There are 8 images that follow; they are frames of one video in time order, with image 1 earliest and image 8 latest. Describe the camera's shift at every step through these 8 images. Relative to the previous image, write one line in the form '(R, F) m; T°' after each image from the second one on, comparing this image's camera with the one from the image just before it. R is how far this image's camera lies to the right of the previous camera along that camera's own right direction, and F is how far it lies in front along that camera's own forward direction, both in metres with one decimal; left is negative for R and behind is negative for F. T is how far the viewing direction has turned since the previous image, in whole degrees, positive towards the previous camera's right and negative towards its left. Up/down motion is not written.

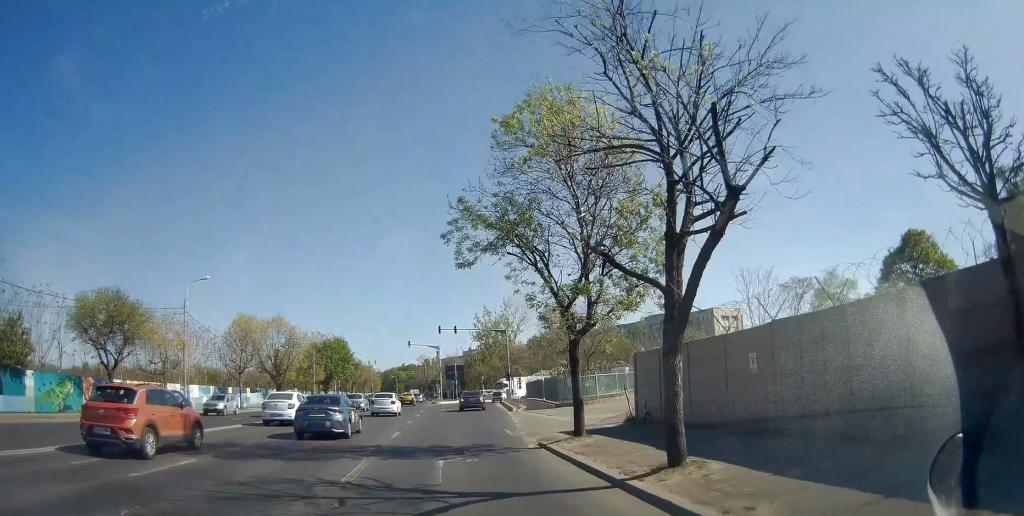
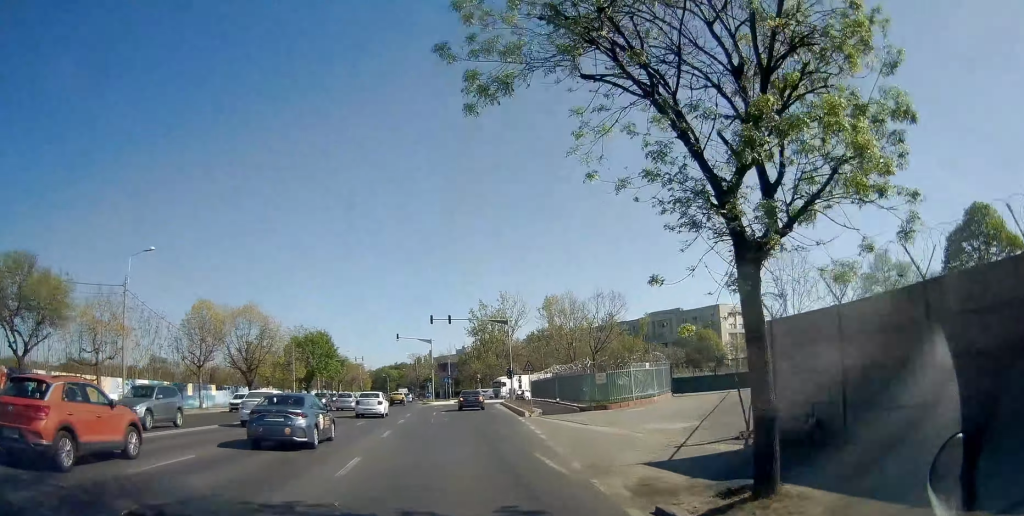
(0.0, +8.9) m; 0°
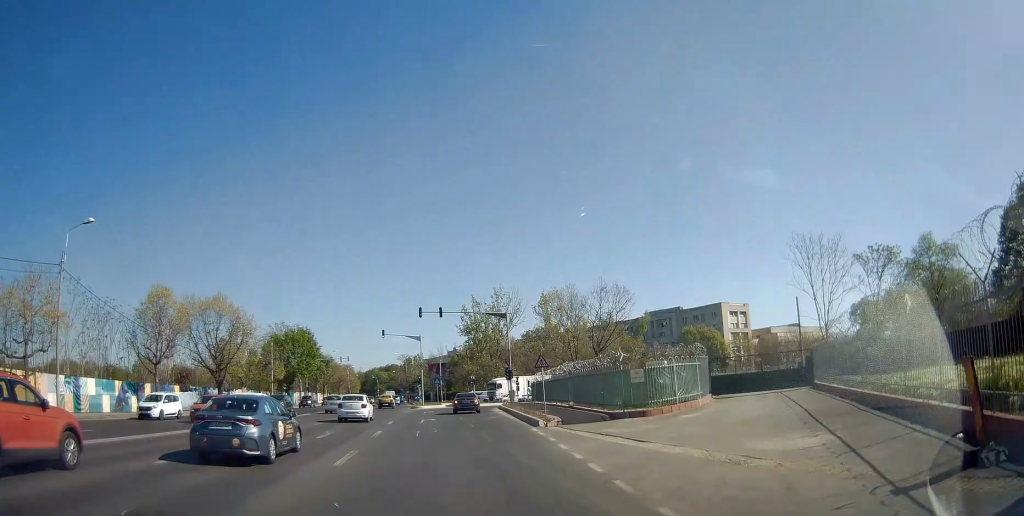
(0.0, +7.0) m; +1°
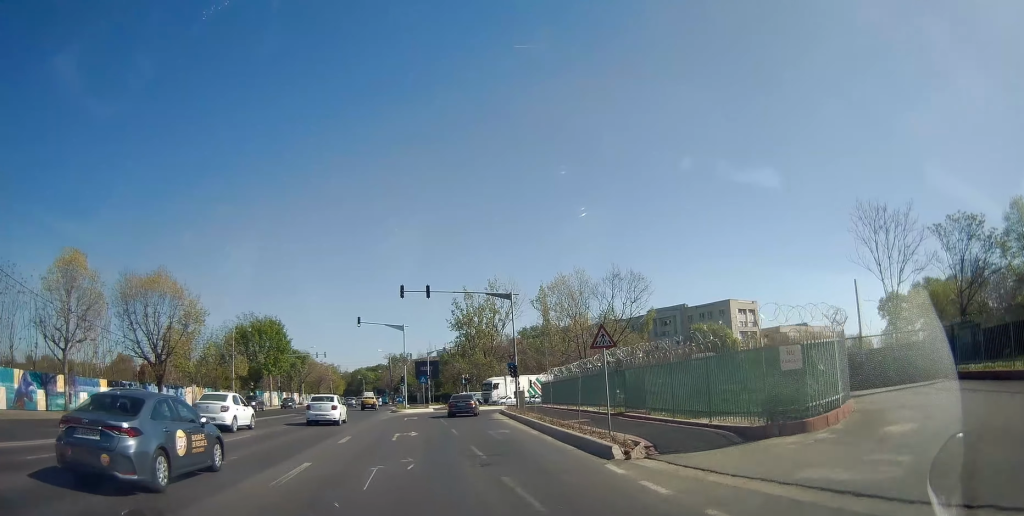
(+0.2, +11.2) m; +1°
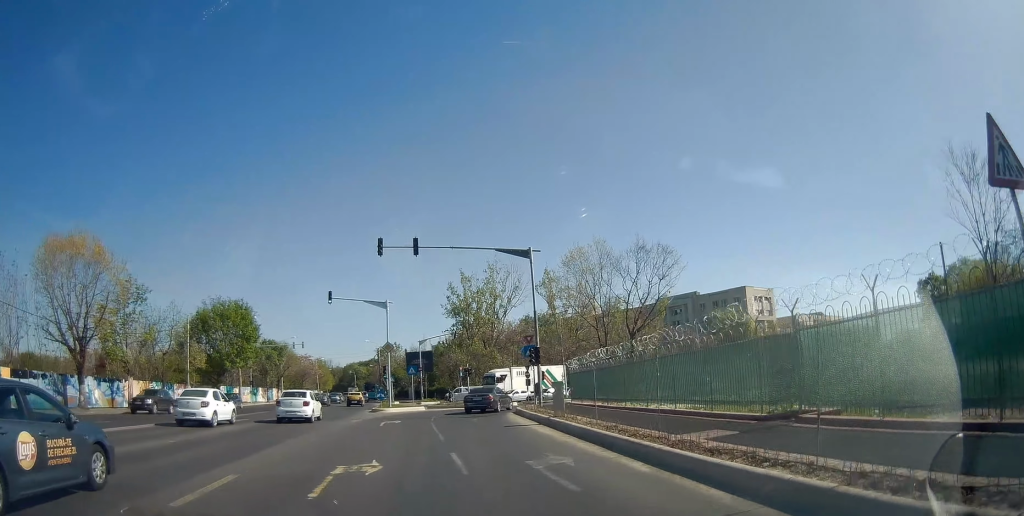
(0.0, +11.4) m; 0°
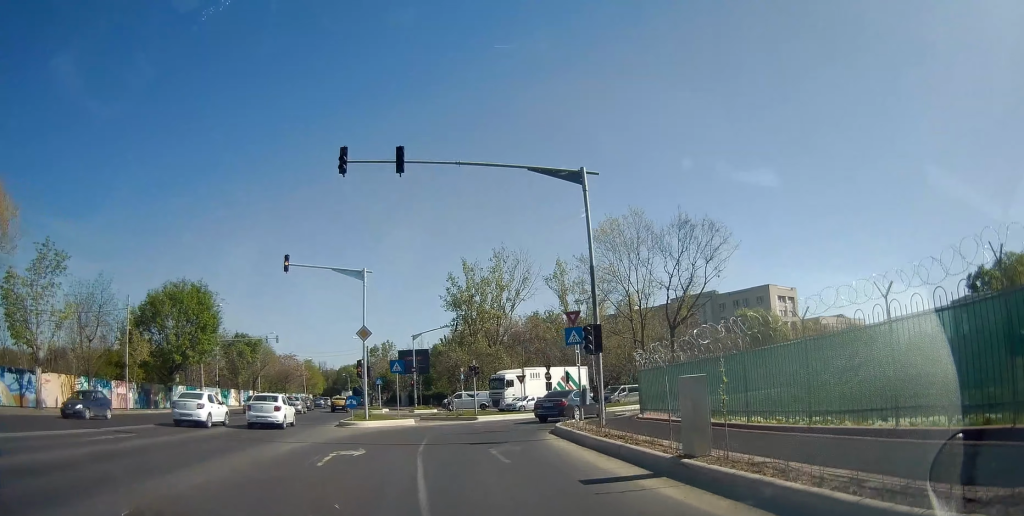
(0.0, +11.8) m; 0°
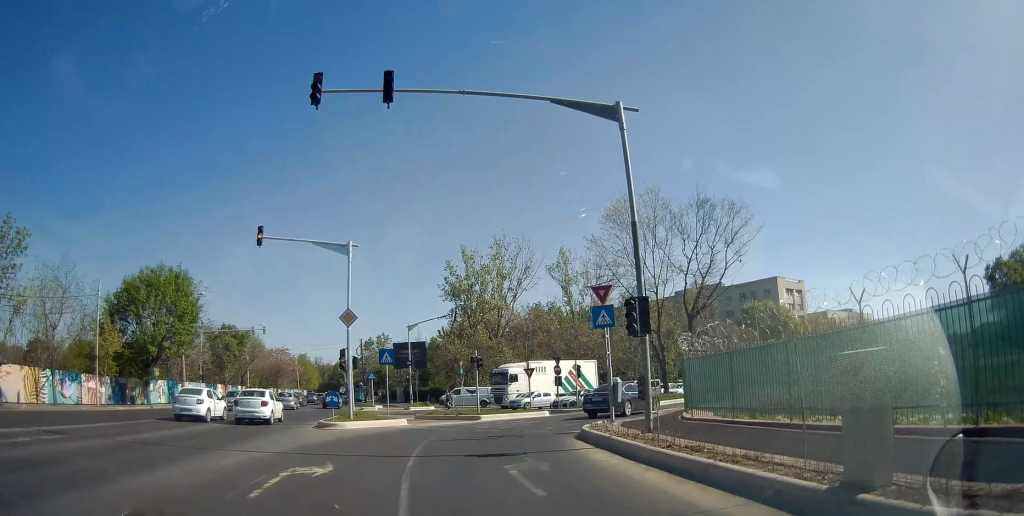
(0.0, +4.4) m; 0°
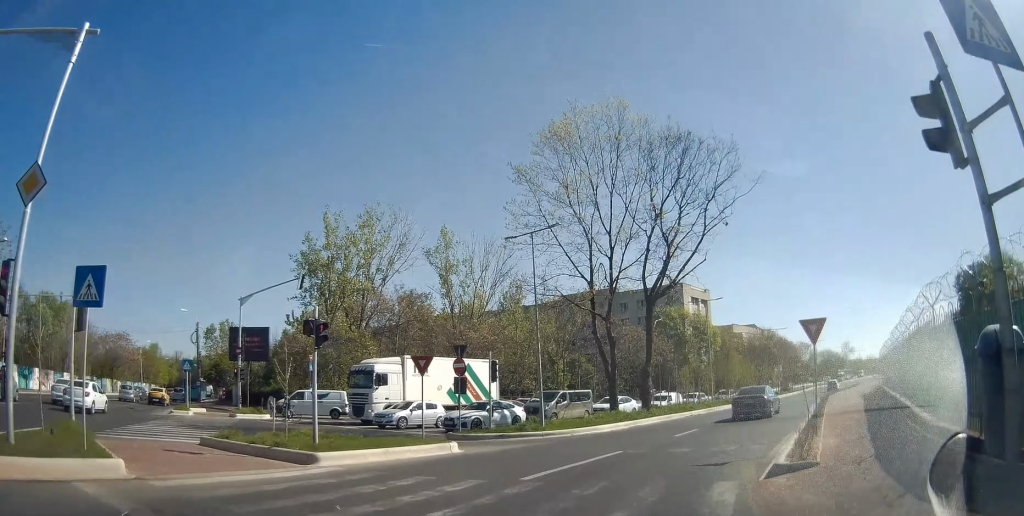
(+0.2, +18.1) m; +9°
